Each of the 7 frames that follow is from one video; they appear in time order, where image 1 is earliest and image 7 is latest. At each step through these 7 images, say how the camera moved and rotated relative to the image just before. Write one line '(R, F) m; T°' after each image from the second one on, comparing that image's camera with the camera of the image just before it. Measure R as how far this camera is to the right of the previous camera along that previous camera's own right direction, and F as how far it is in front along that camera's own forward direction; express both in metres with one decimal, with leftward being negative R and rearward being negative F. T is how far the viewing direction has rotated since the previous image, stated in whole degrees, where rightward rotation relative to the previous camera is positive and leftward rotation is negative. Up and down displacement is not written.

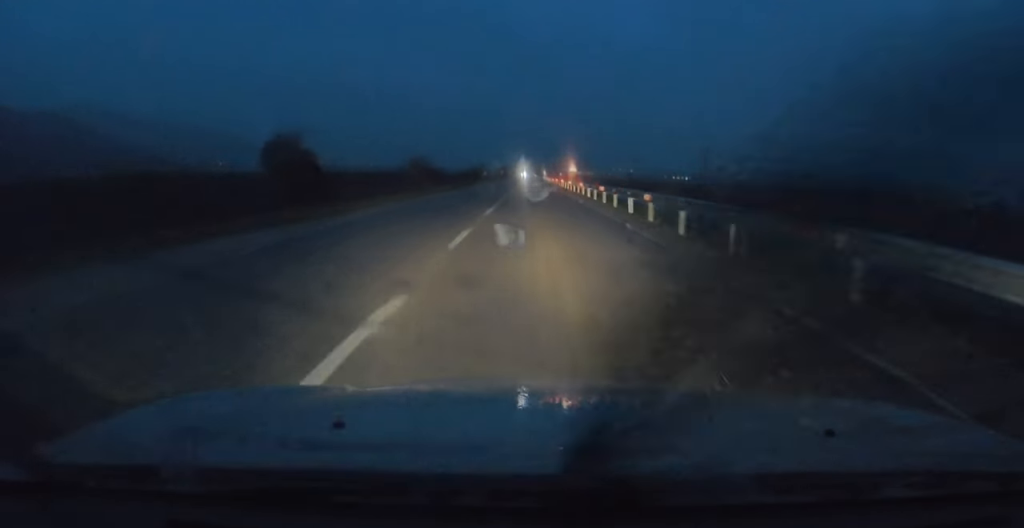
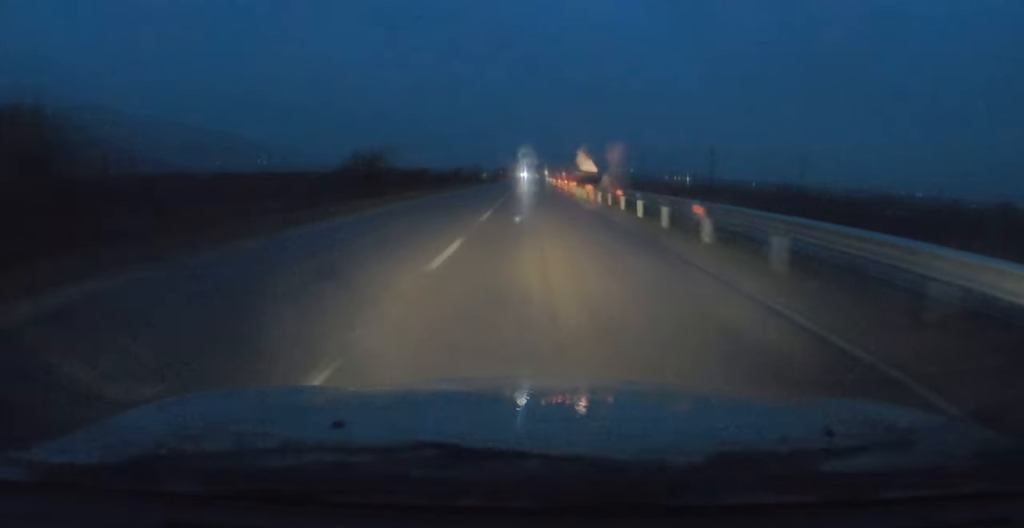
(0.0, +17.8) m; 0°
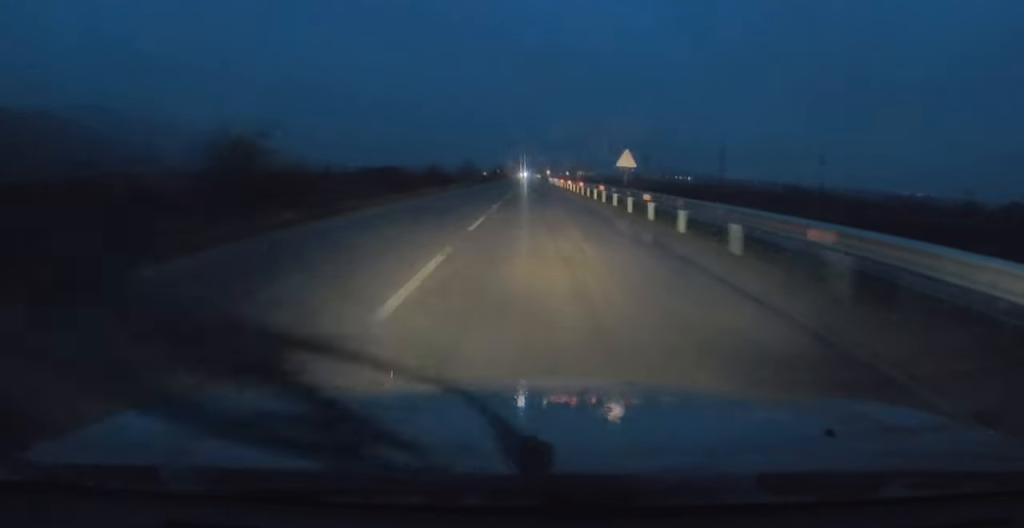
(0.0, +17.8) m; 0°
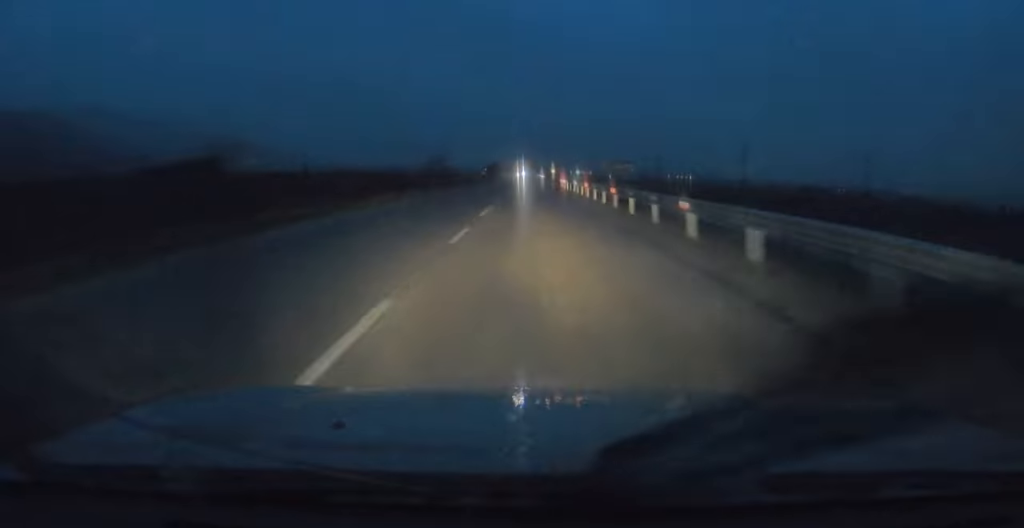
(-0.2, +41.1) m; 0°
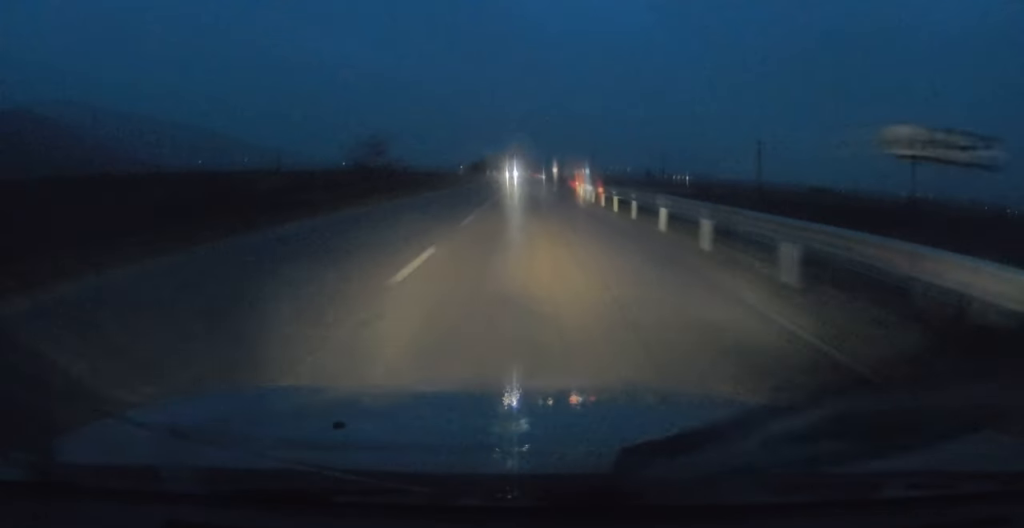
(+0.5, +33.7) m; +1°
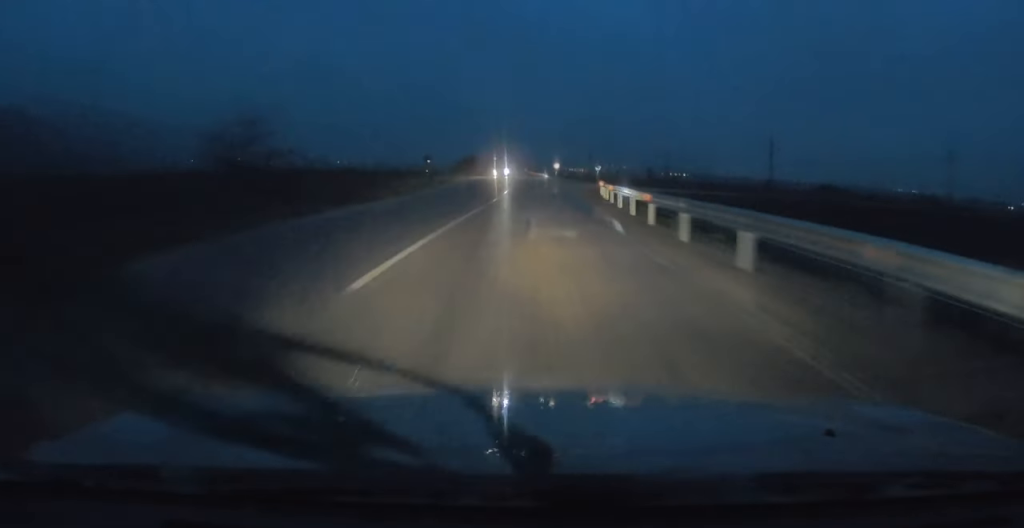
(0.0, +22.9) m; -1°
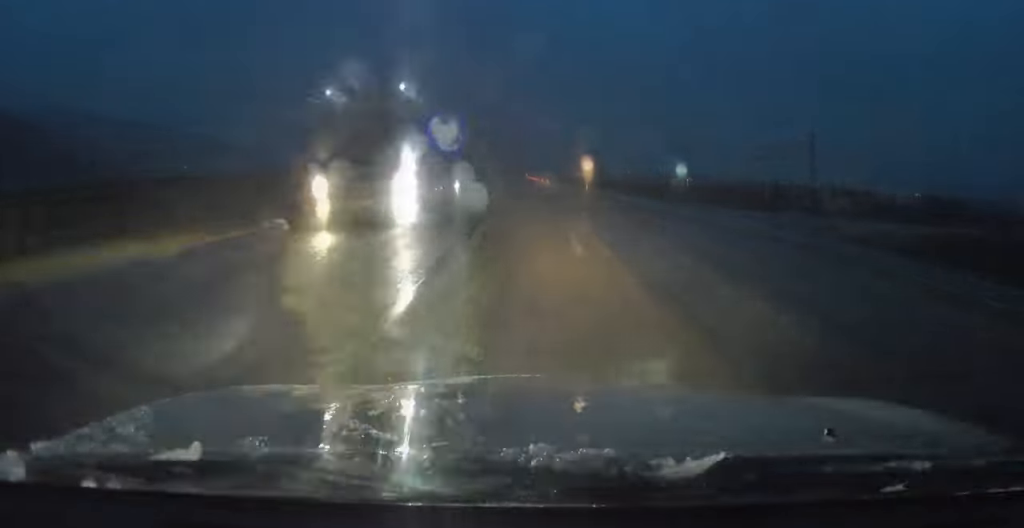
(-0.4, +48.4) m; -1°
